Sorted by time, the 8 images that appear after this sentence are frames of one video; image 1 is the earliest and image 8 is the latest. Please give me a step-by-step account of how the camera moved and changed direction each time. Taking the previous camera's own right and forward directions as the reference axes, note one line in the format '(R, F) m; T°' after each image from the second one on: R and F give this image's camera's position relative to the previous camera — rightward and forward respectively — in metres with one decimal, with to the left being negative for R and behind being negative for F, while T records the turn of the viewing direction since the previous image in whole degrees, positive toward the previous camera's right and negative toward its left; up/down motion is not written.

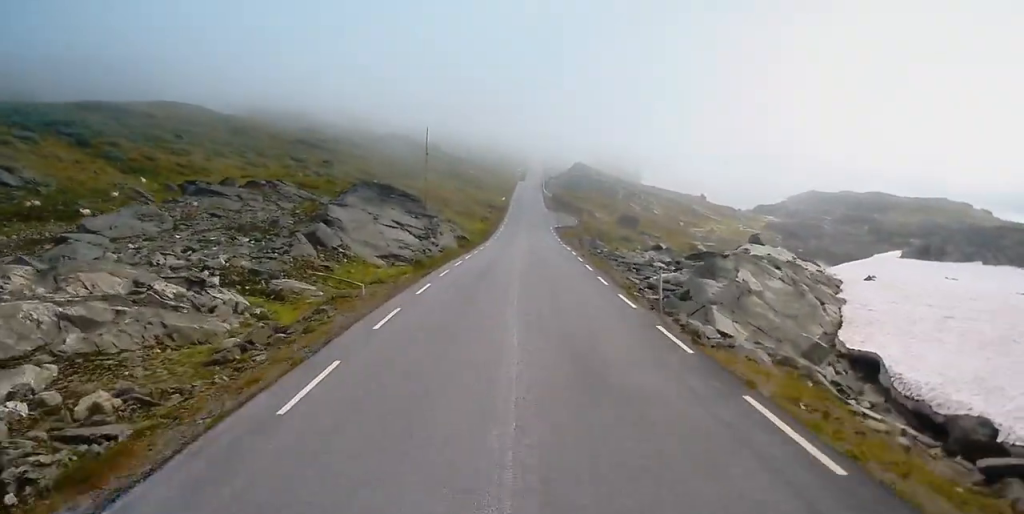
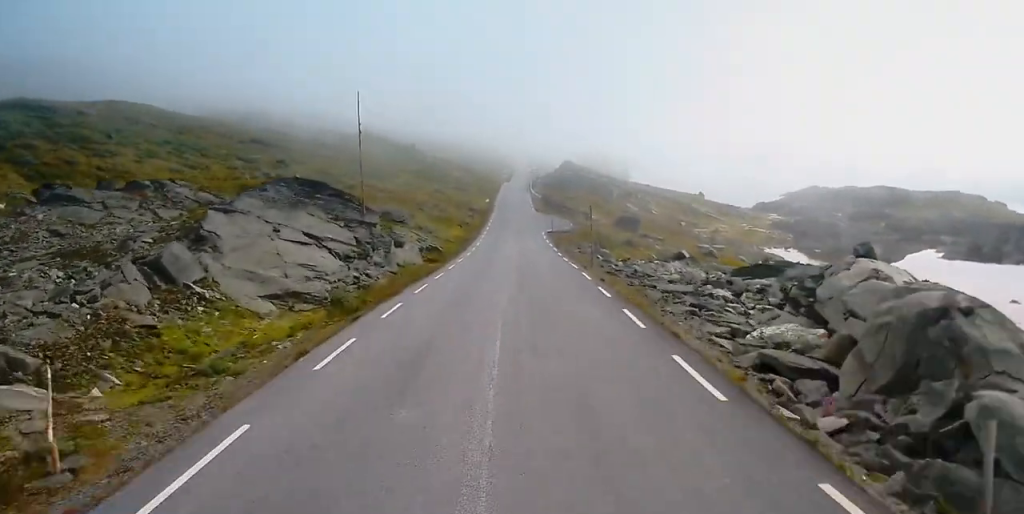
(-0.5, +15.6) m; -2°
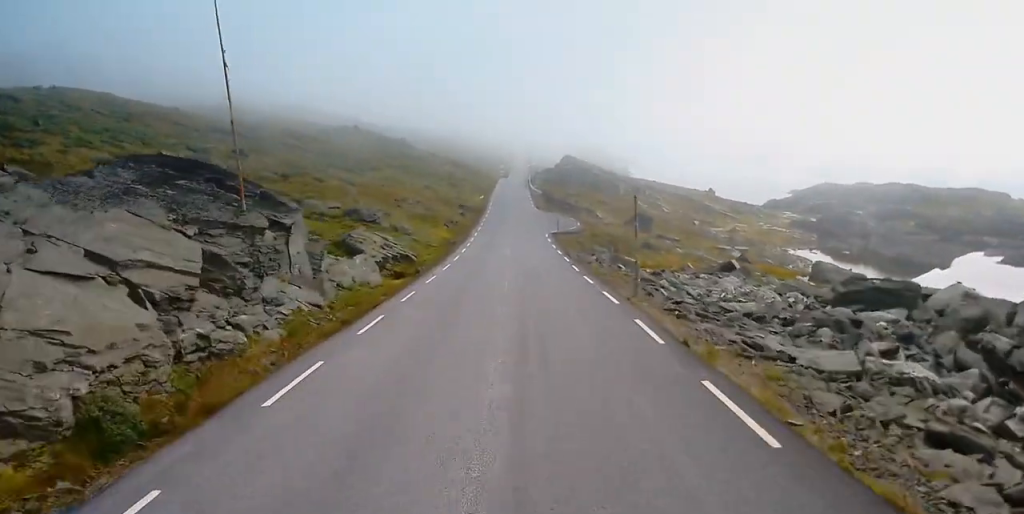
(0.0, +14.2) m; 0°
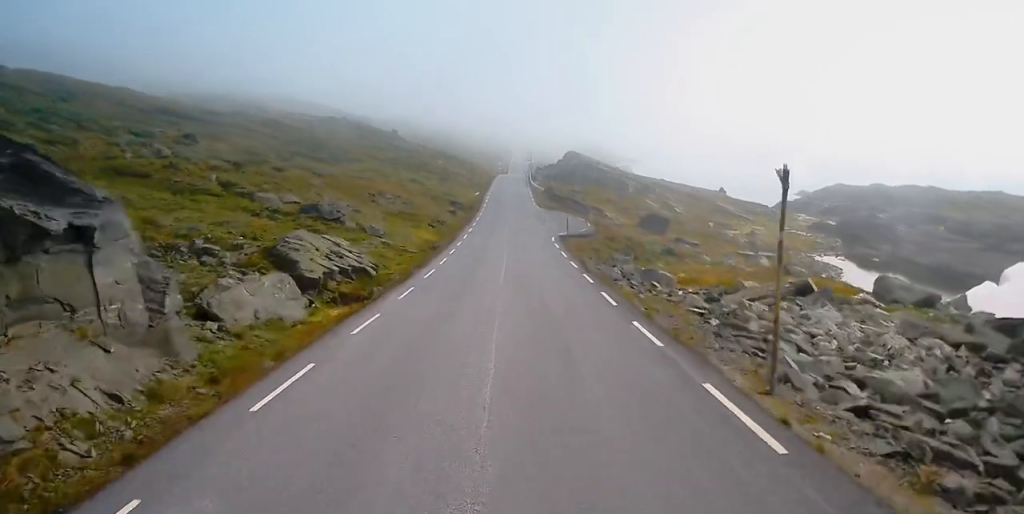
(0.0, +12.3) m; 0°
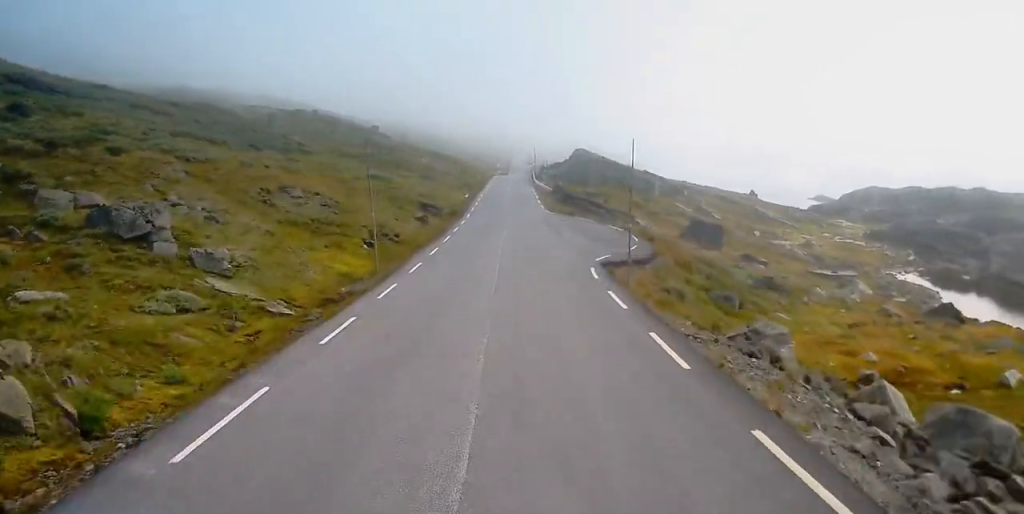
(+0.1, +26.5) m; 0°
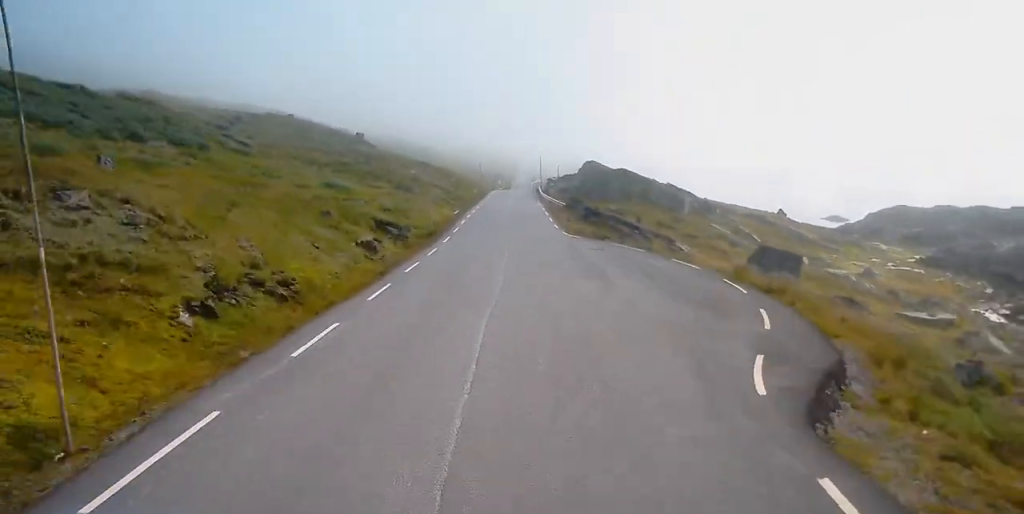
(0.0, +19.7) m; 0°
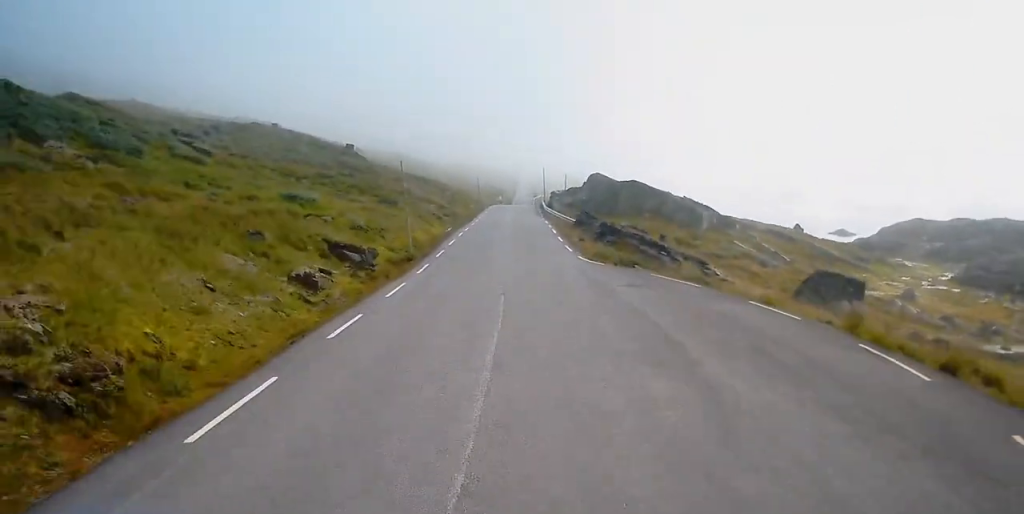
(+0.1, +10.1) m; -1°
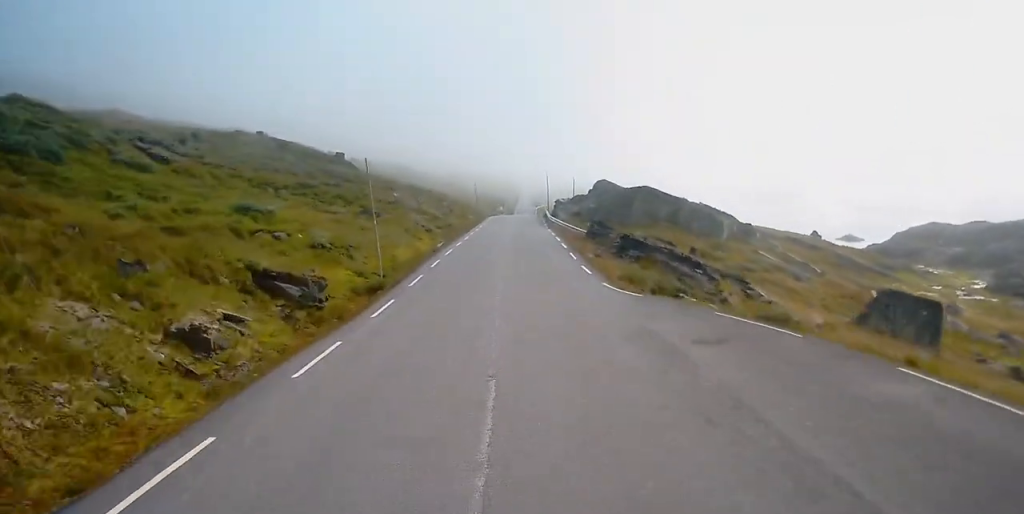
(-0.2, +8.4) m; 0°
